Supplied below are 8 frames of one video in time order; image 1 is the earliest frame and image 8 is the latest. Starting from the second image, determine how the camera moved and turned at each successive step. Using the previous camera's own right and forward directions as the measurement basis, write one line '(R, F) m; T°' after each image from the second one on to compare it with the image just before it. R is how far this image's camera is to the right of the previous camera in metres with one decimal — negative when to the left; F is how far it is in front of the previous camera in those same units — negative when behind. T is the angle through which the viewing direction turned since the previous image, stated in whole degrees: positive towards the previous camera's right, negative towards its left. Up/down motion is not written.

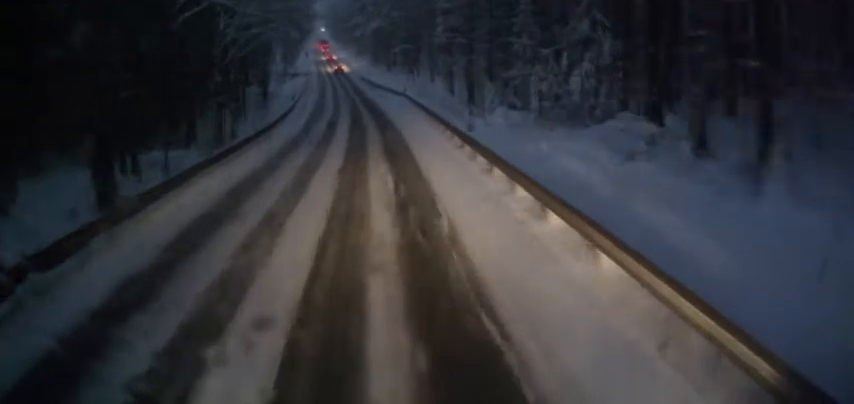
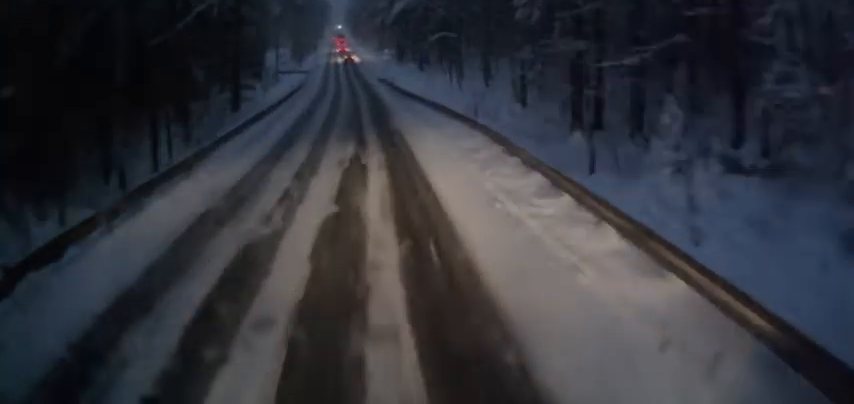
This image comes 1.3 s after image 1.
(-0.1, +22.1) m; -1°
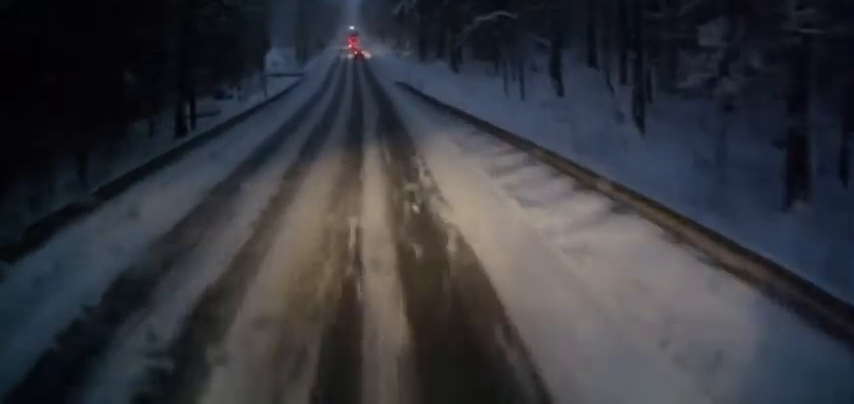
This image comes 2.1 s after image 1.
(-0.3, +14.9) m; -1°
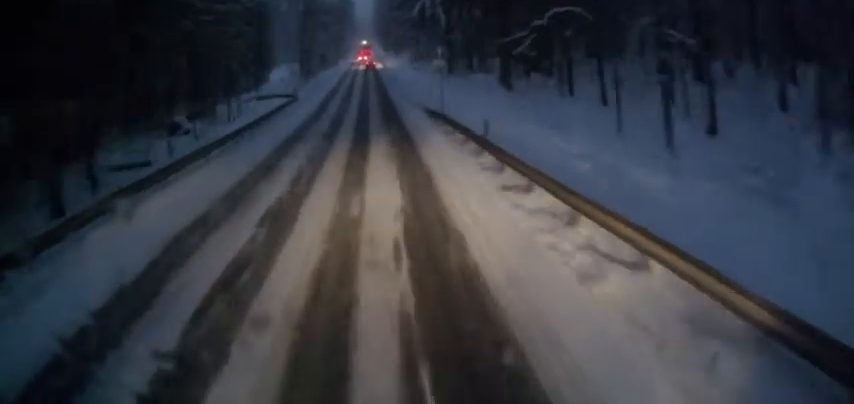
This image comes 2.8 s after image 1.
(0.0, +12.9) m; -2°
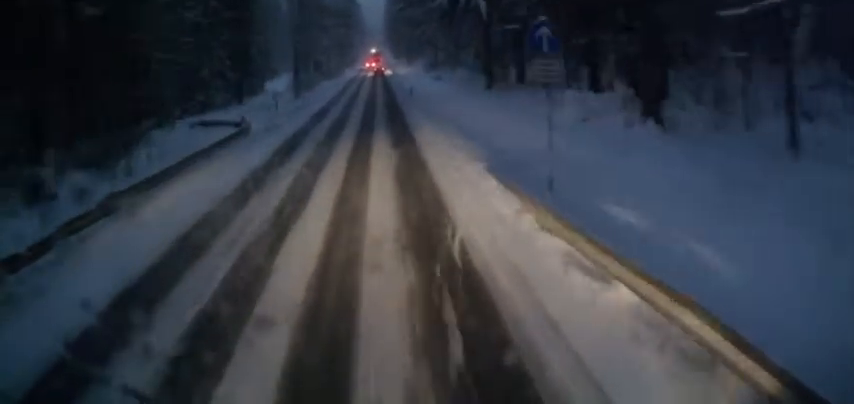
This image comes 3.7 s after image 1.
(-0.4, +15.3) m; -3°
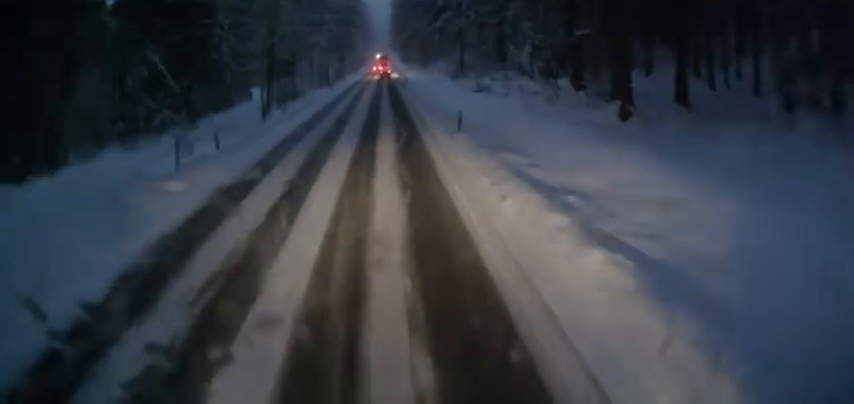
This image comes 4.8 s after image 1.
(-0.6, +19.9) m; -2°
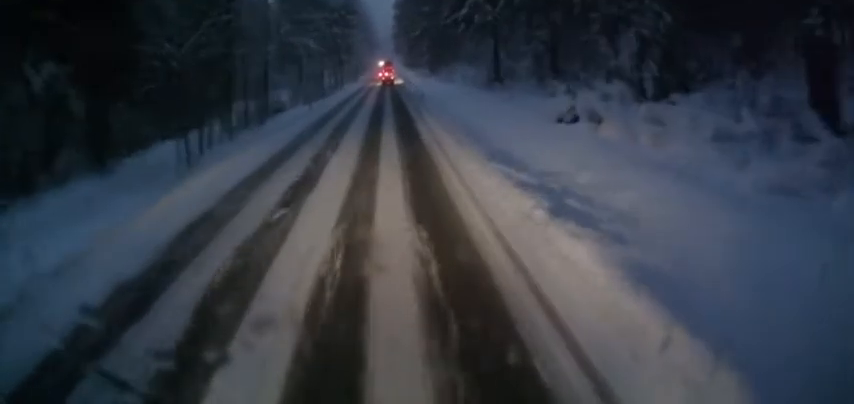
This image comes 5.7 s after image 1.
(0.0, +16.9) m; 0°
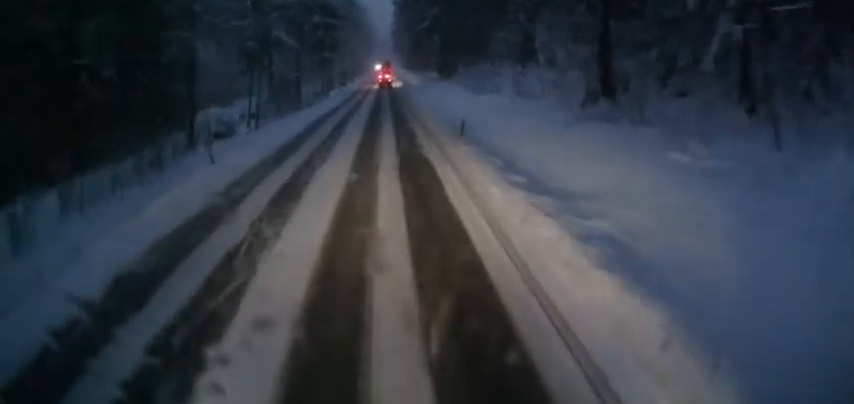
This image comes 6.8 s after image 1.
(+0.1, +20.8) m; -1°
